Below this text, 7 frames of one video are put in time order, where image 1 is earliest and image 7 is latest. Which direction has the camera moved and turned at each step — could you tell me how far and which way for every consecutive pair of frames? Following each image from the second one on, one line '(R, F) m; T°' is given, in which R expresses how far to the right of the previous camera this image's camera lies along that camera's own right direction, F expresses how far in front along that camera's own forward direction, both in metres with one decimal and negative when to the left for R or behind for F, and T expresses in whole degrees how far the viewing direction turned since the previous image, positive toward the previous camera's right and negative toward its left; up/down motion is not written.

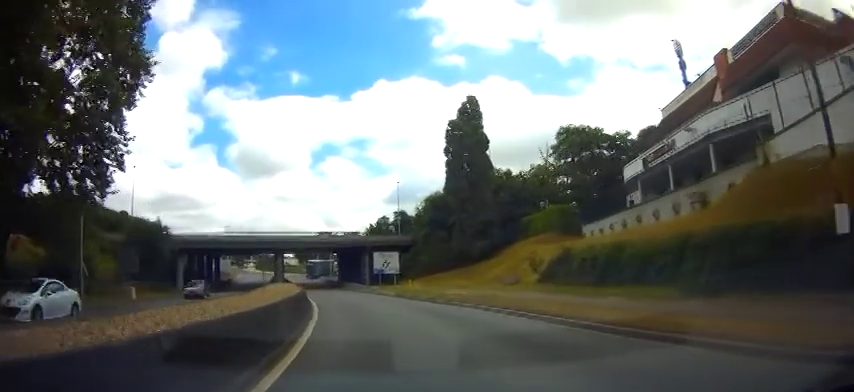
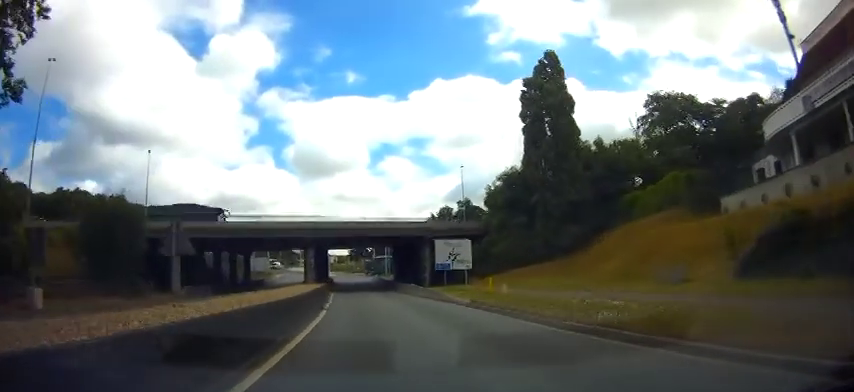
(-0.7, +14.7) m; -6°
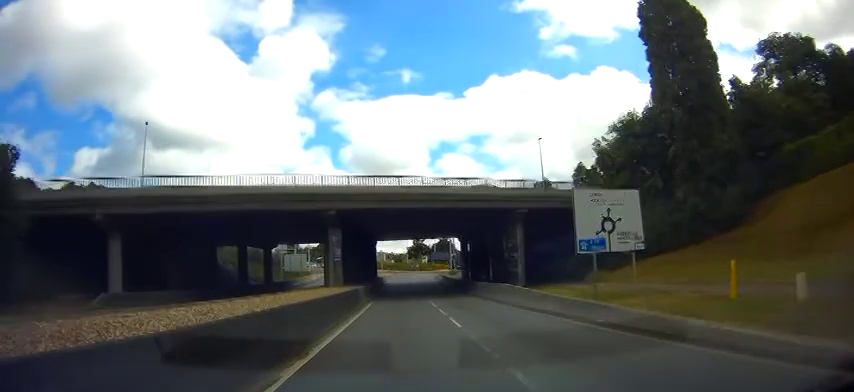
(-1.5, +18.3) m; -6°
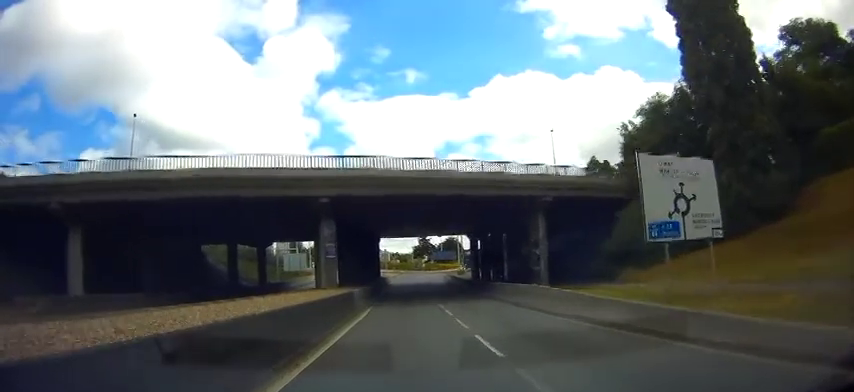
(0.0, +4.5) m; 0°
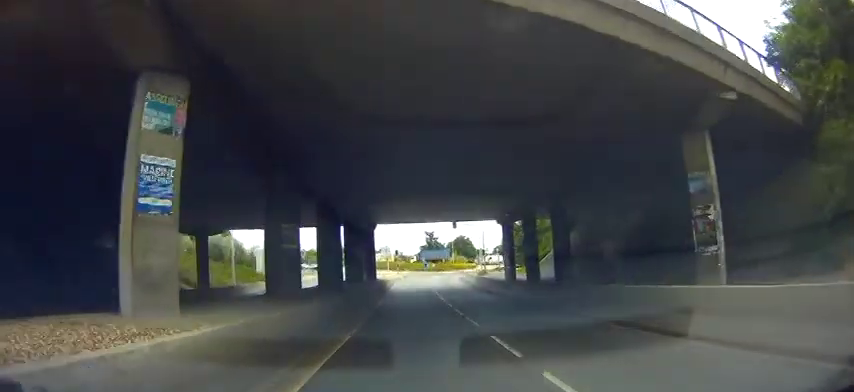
(0.0, +17.5) m; +1°
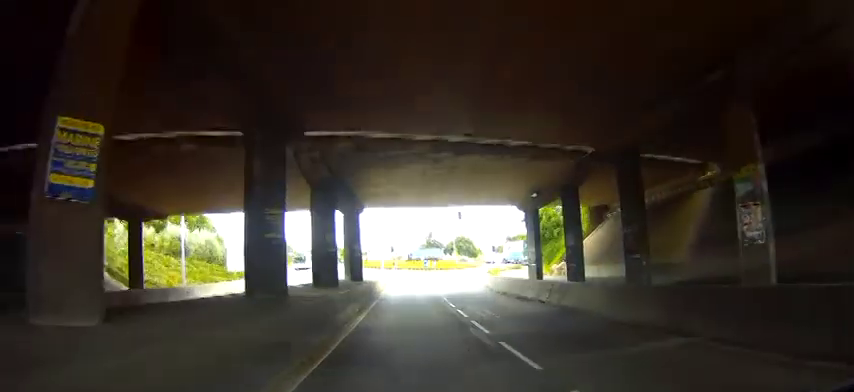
(+0.2, +9.4) m; +2°
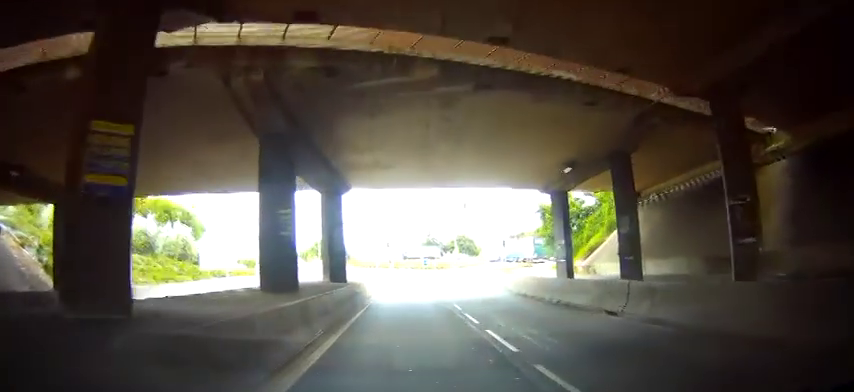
(+0.1, +6.9) m; +1°
